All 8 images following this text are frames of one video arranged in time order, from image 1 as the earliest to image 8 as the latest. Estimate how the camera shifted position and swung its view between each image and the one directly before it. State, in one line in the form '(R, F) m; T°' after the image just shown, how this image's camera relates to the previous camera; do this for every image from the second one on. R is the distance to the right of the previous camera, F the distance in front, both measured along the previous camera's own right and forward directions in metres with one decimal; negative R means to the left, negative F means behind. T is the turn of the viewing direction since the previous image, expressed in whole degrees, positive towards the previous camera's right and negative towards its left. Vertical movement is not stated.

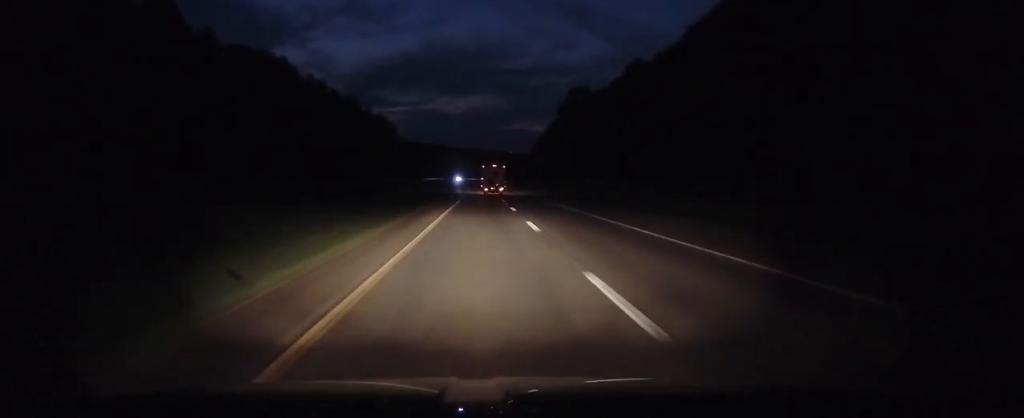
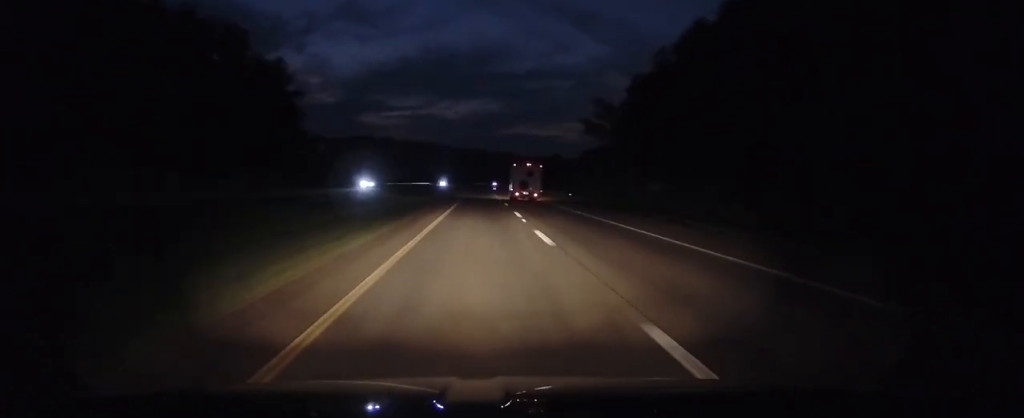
(-0.7, +159.8) m; 0°
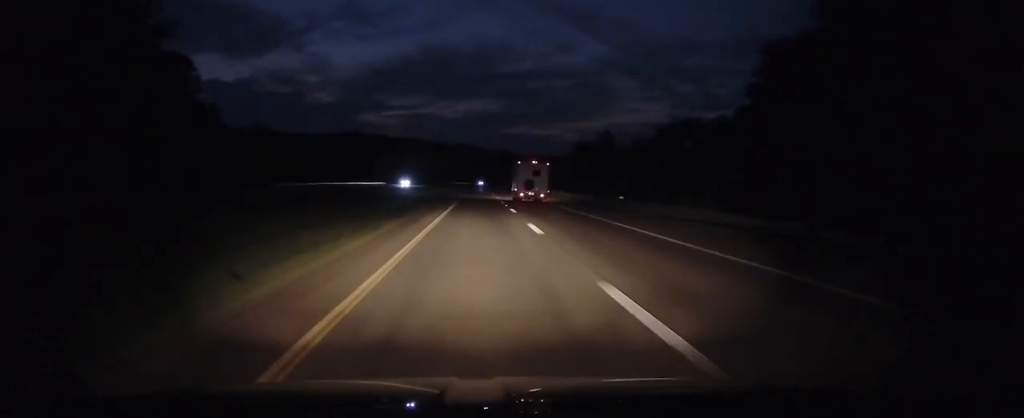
(+0.1, +57.4) m; 0°
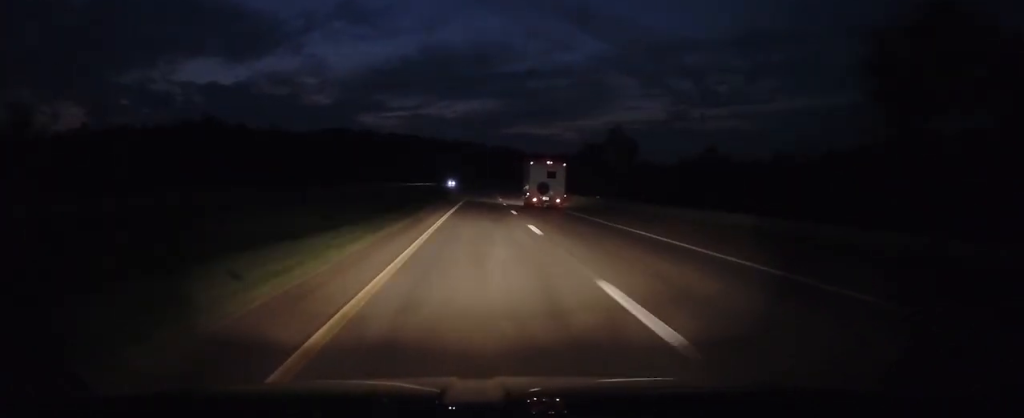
(-0.8, +83.5) m; +1°
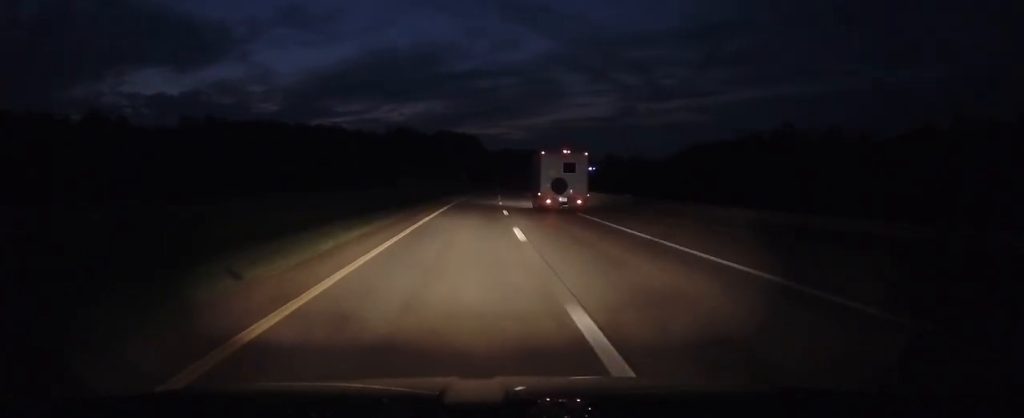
(+8.2, +183.0) m; +6°
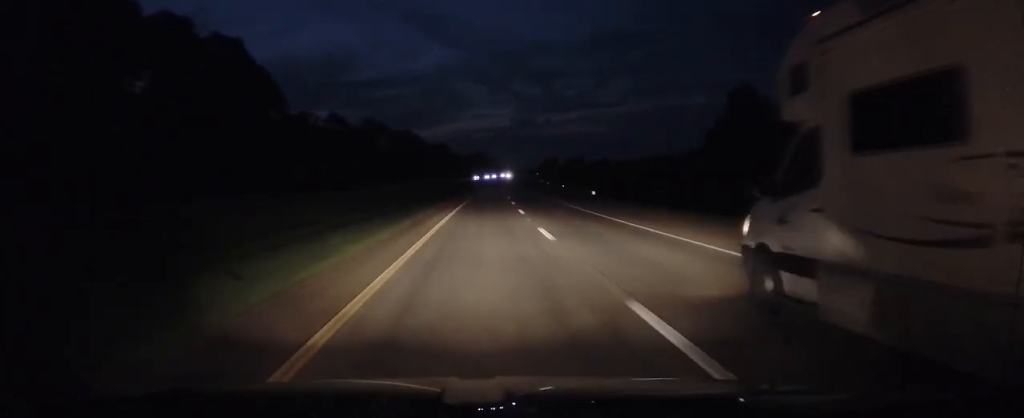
(+25.7, +310.0) m; +10°
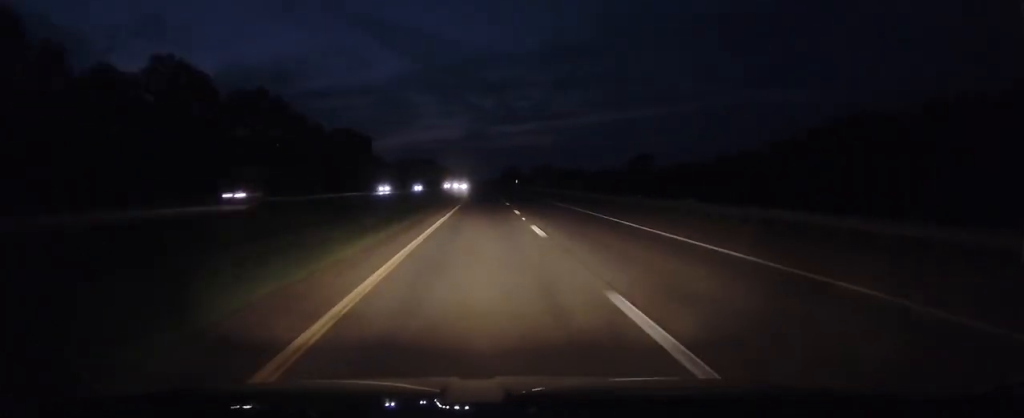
(+5.2, +128.7) m; +3°
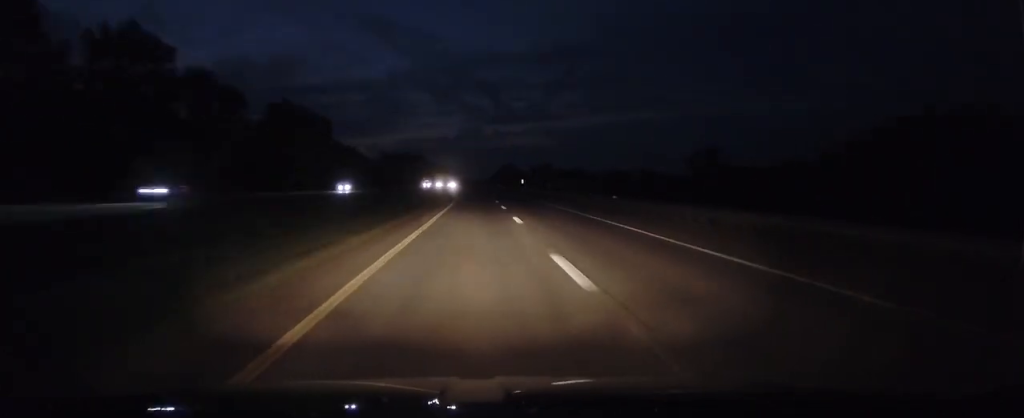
(+0.6, +48.7) m; +1°
